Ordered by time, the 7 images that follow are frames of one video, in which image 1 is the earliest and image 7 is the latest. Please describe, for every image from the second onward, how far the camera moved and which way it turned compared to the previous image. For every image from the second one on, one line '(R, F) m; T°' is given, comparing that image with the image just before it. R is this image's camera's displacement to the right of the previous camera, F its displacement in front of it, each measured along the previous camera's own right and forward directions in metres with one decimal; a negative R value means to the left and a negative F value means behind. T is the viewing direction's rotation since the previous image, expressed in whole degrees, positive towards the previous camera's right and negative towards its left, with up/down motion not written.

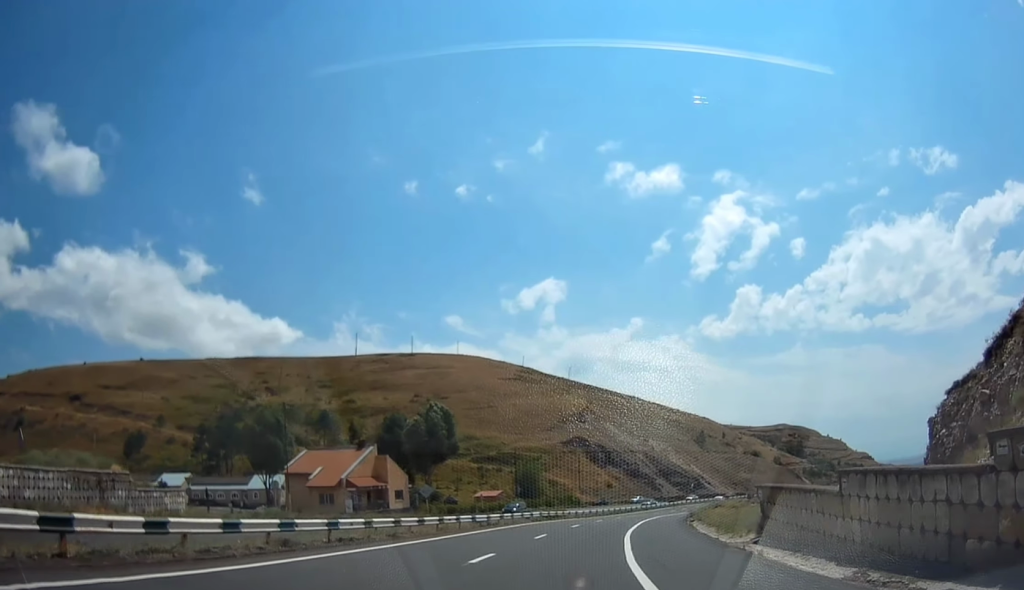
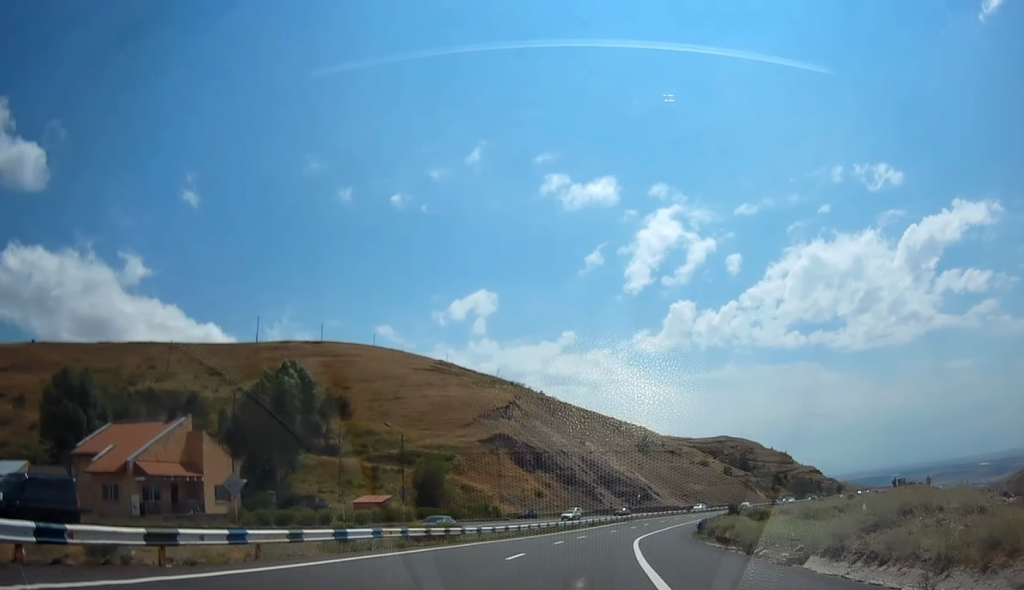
(+1.5, +31.3) m; +7°
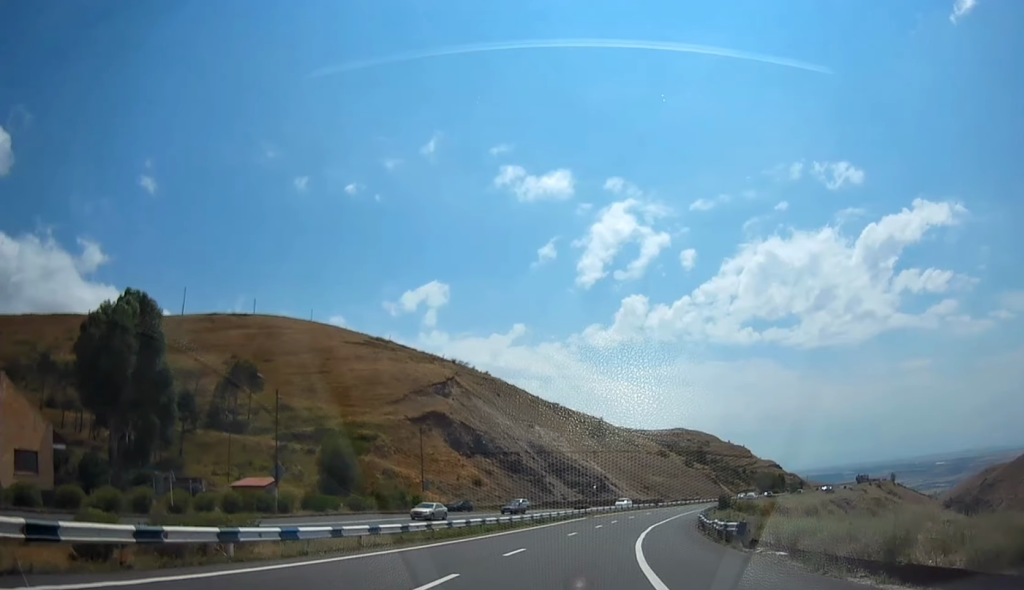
(+1.1, +20.1) m; +4°
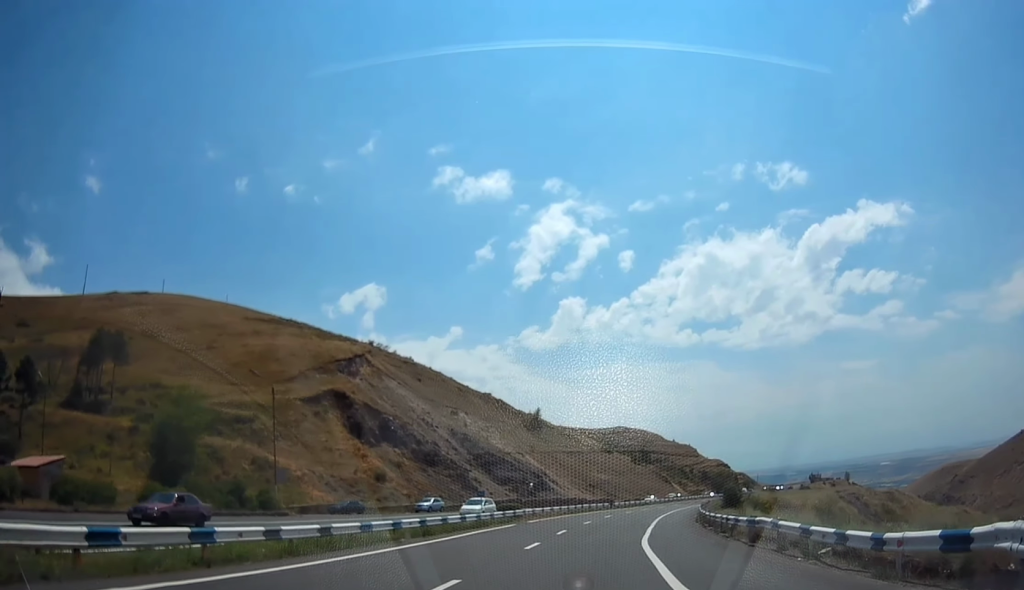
(+0.5, +24.6) m; +4°
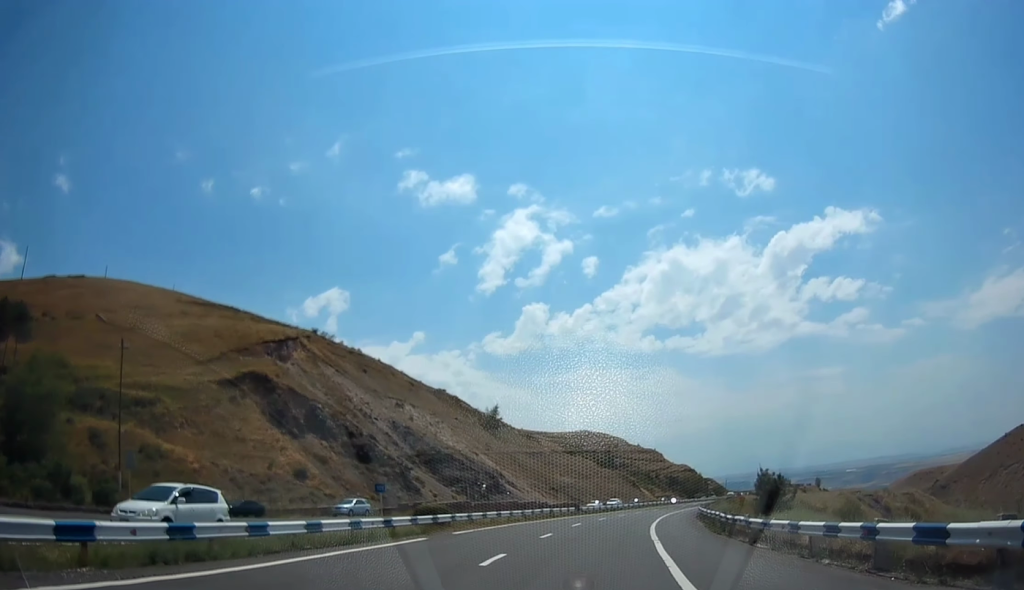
(+0.7, +15.4) m; +4°
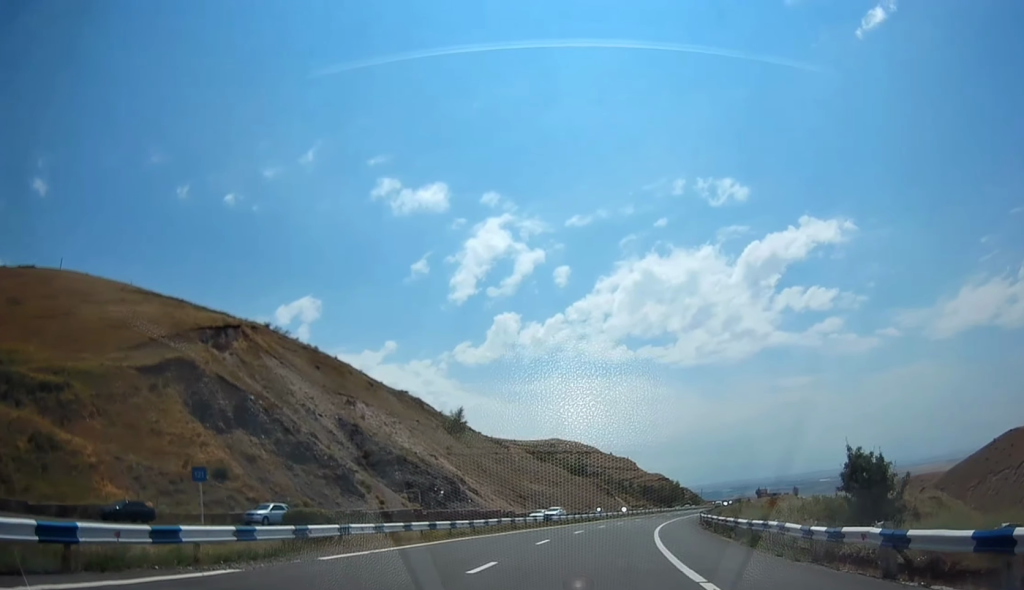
(+0.3, +12.1) m; +3°
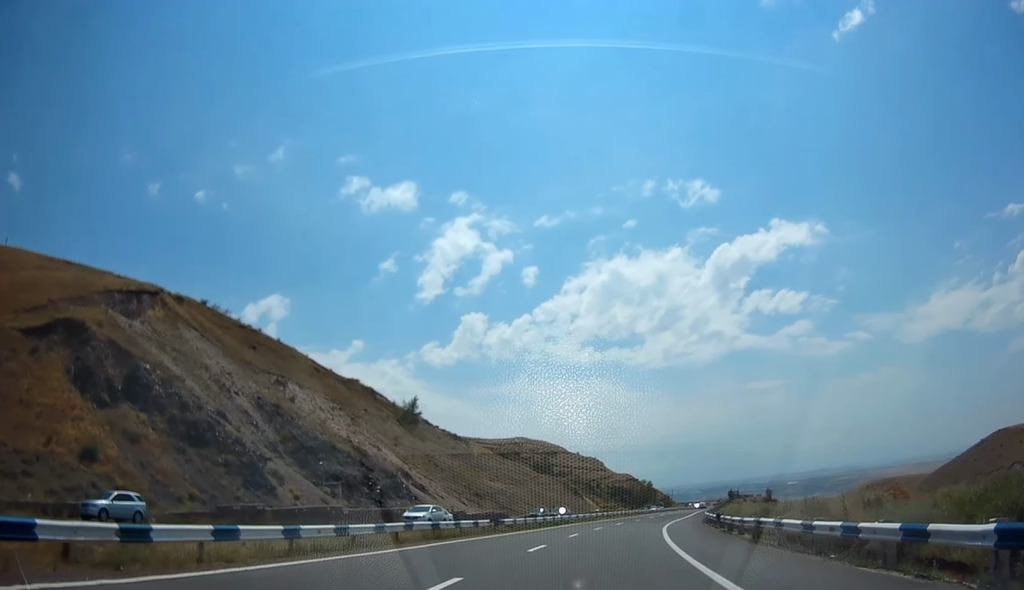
(+0.2, +15.6) m; +4°
